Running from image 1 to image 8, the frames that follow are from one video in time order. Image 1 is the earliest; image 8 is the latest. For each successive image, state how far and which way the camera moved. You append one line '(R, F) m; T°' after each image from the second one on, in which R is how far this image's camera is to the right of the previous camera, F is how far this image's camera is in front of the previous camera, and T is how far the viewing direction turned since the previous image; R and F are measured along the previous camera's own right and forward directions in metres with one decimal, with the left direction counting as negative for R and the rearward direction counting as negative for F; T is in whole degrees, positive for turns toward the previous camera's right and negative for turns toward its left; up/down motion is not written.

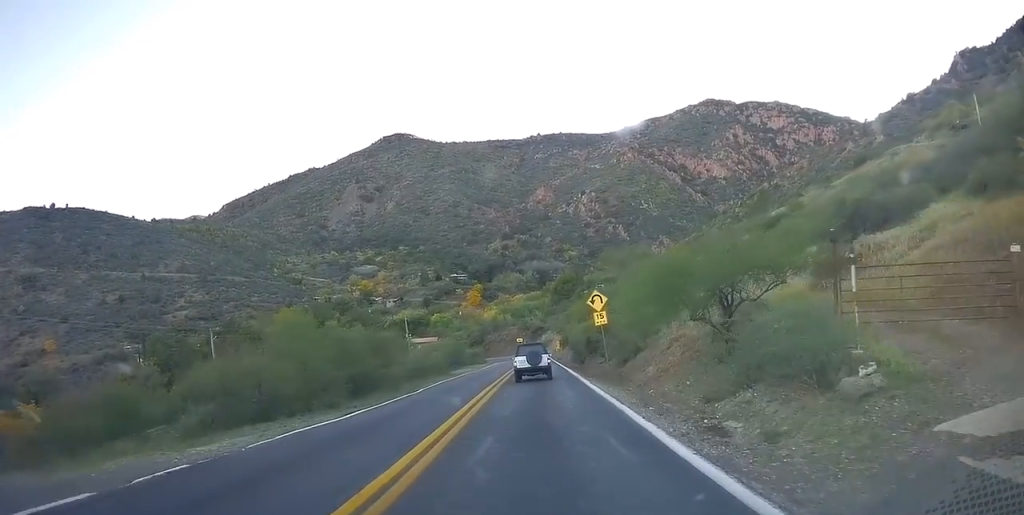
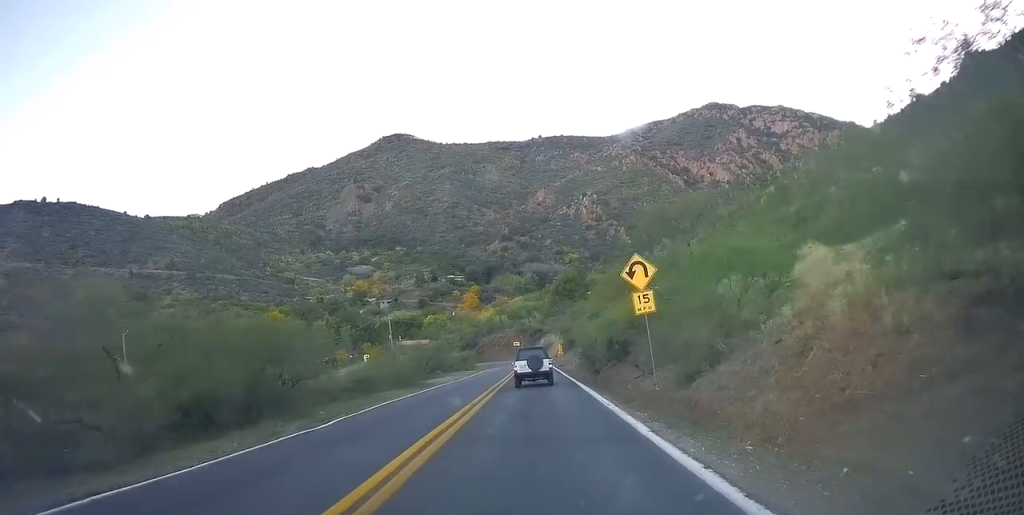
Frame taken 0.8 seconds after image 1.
(-0.1, +11.8) m; -1°
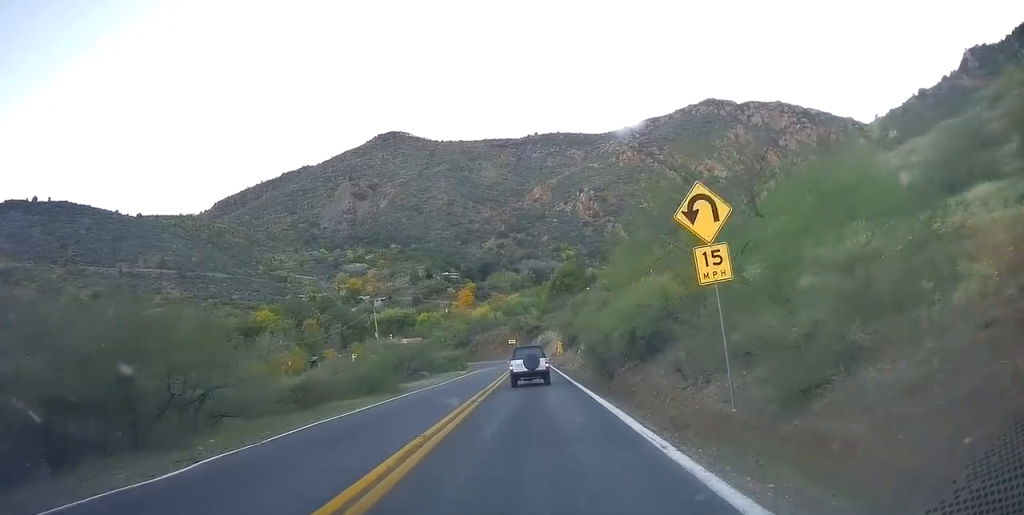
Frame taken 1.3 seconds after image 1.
(-0.4, +6.9) m; 0°
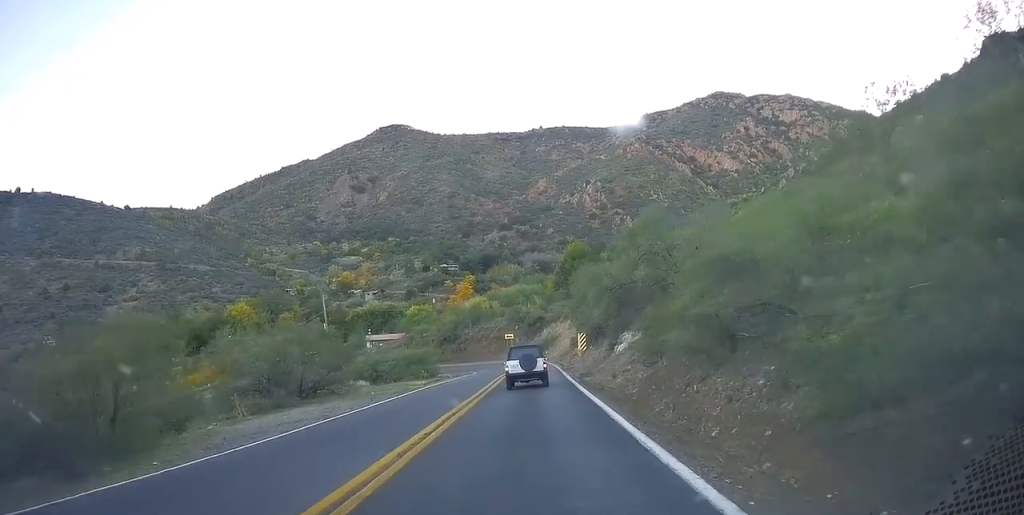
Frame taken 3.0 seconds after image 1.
(+1.3, +24.8) m; +3°
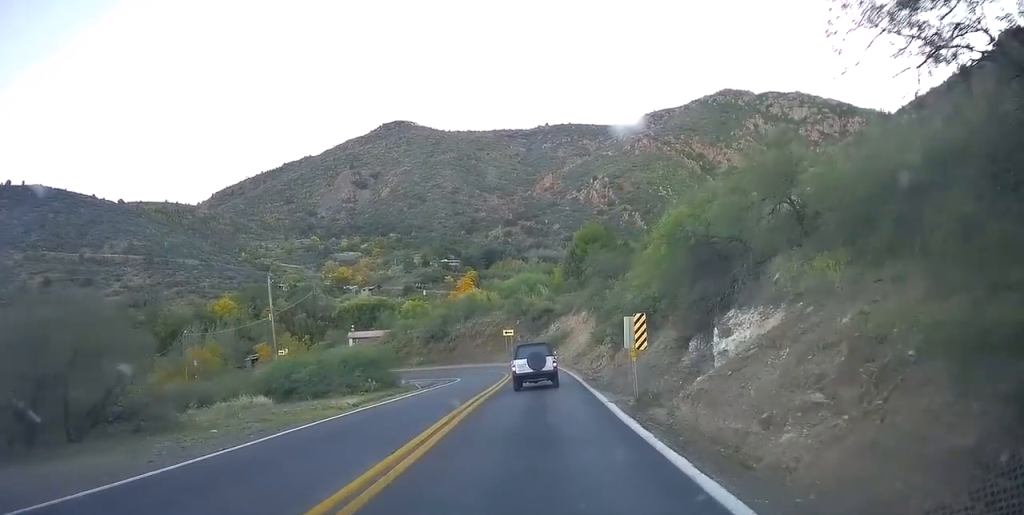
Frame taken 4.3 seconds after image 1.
(-0.6, +16.1) m; -5°
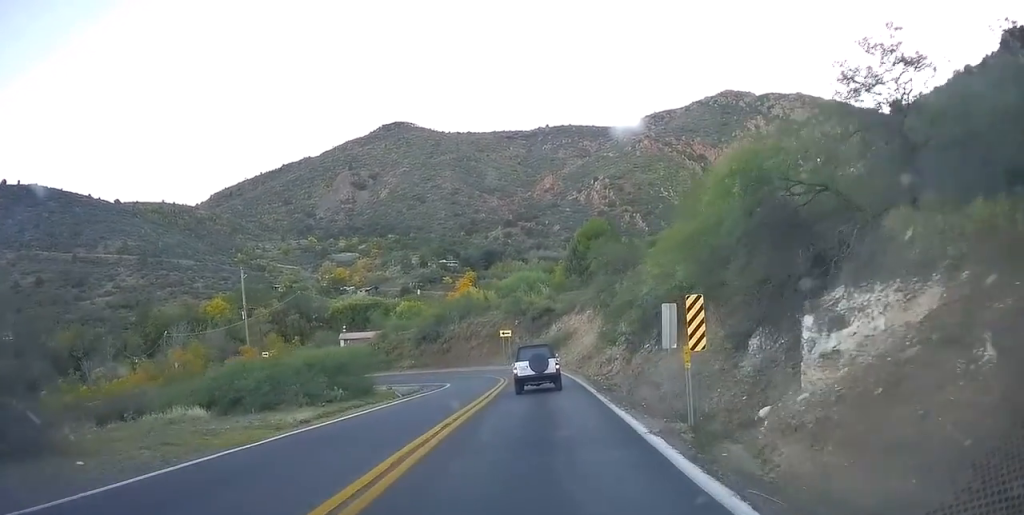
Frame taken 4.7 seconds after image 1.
(-0.1, +5.2) m; 0°
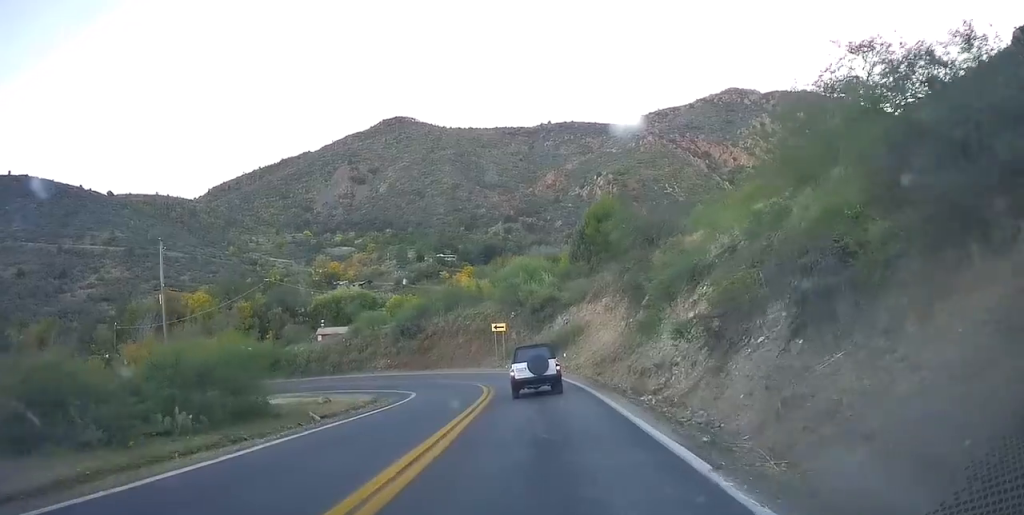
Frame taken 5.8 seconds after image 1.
(+0.1, +12.2) m; +2°
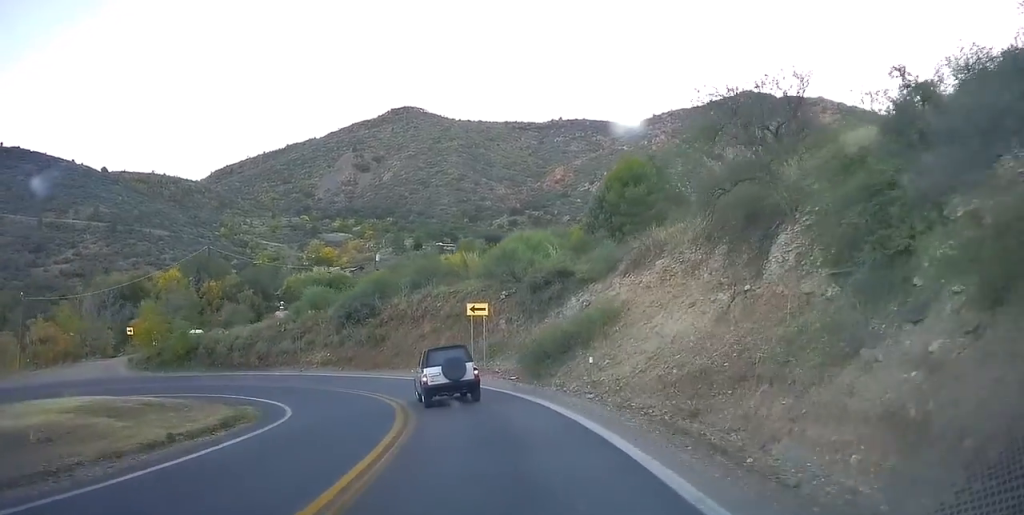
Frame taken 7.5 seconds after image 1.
(-0.4, +17.8) m; -2°
